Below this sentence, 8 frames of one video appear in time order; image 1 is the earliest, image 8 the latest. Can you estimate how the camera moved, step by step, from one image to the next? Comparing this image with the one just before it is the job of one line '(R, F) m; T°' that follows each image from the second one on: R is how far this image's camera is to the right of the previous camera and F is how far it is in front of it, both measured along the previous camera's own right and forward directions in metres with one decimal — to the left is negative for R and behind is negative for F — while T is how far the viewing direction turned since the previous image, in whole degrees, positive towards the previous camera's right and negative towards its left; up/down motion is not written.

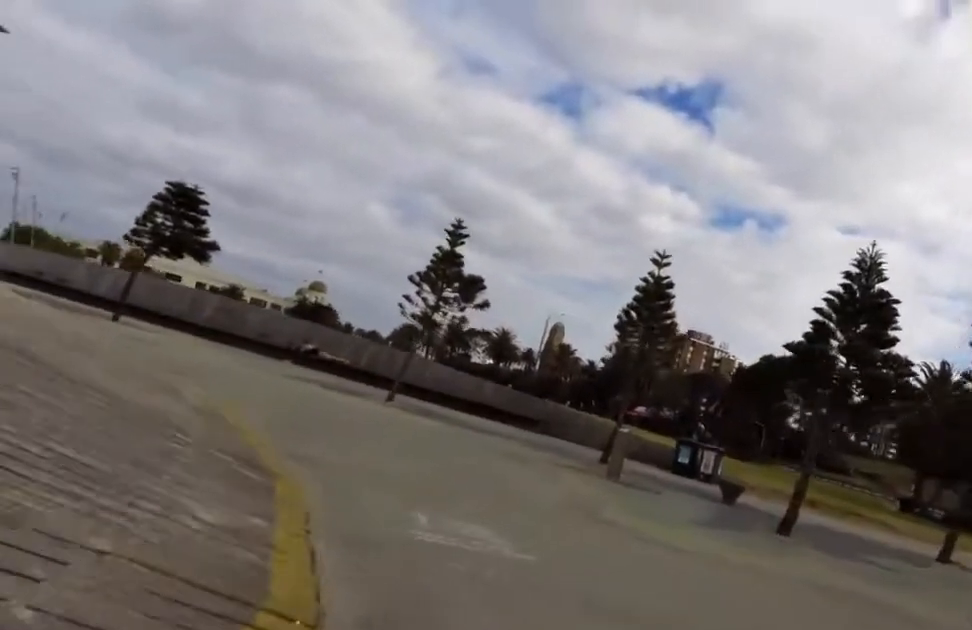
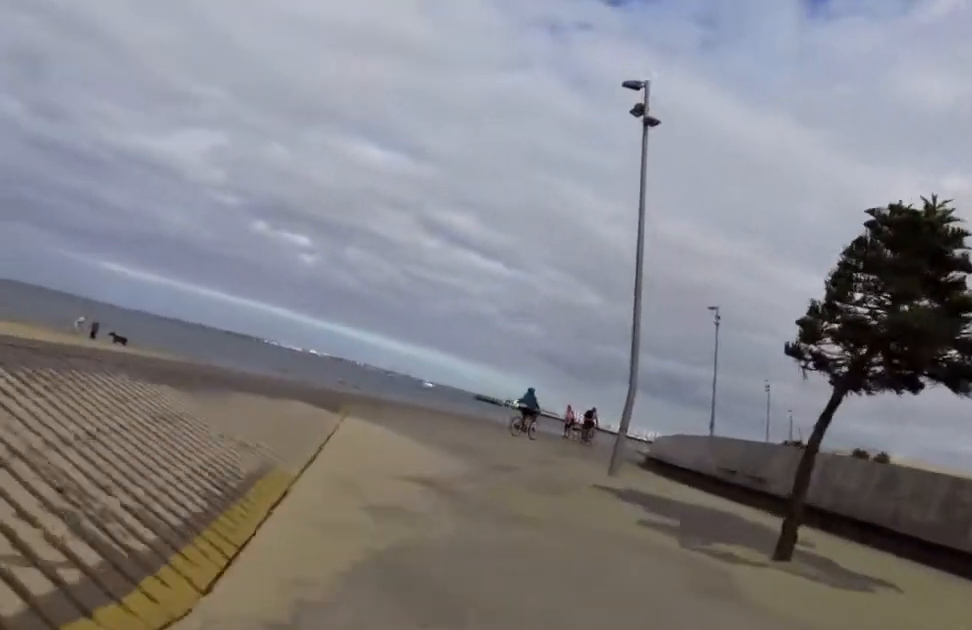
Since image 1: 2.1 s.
(-4.6, +14.8) m; -20°
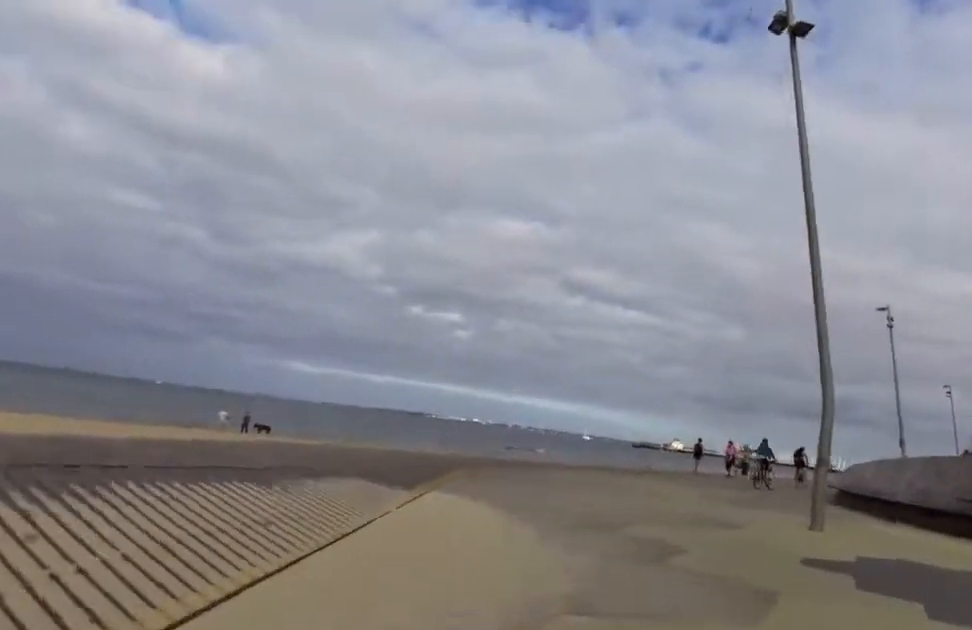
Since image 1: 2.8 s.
(+0.6, +5.0) m; -5°
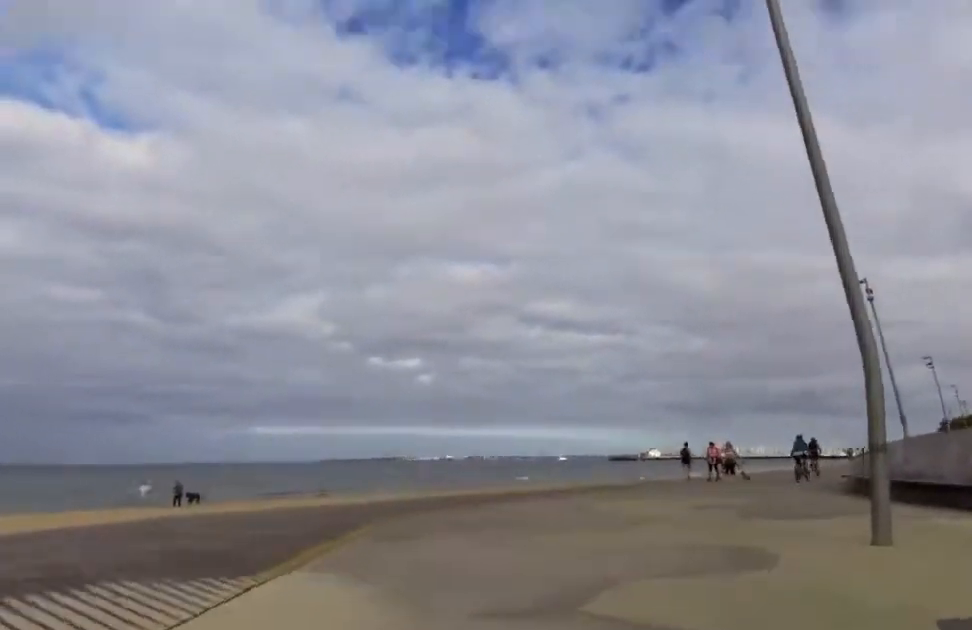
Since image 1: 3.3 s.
(-0.1, +3.7) m; -5°
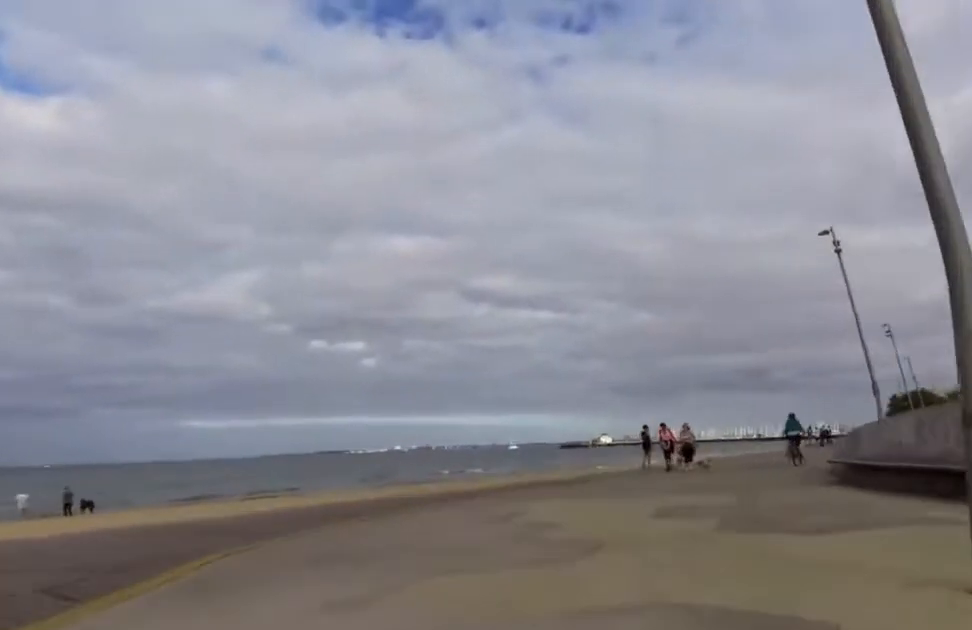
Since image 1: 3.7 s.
(-0.6, +3.3) m; -5°
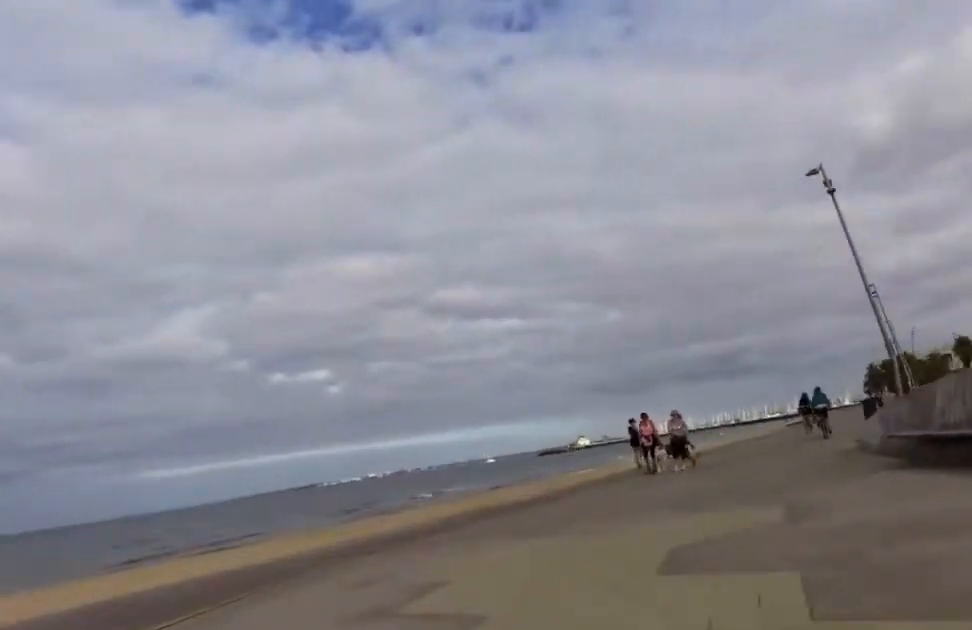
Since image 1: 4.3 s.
(-0.3, +4.7) m; -4°
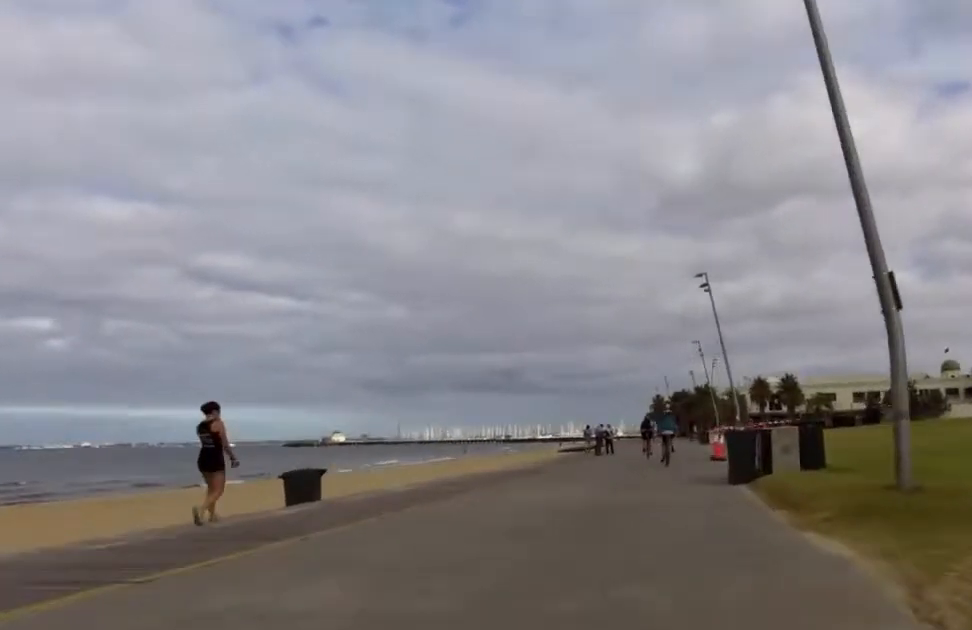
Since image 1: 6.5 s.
(+1.2, +17.2) m; +9°
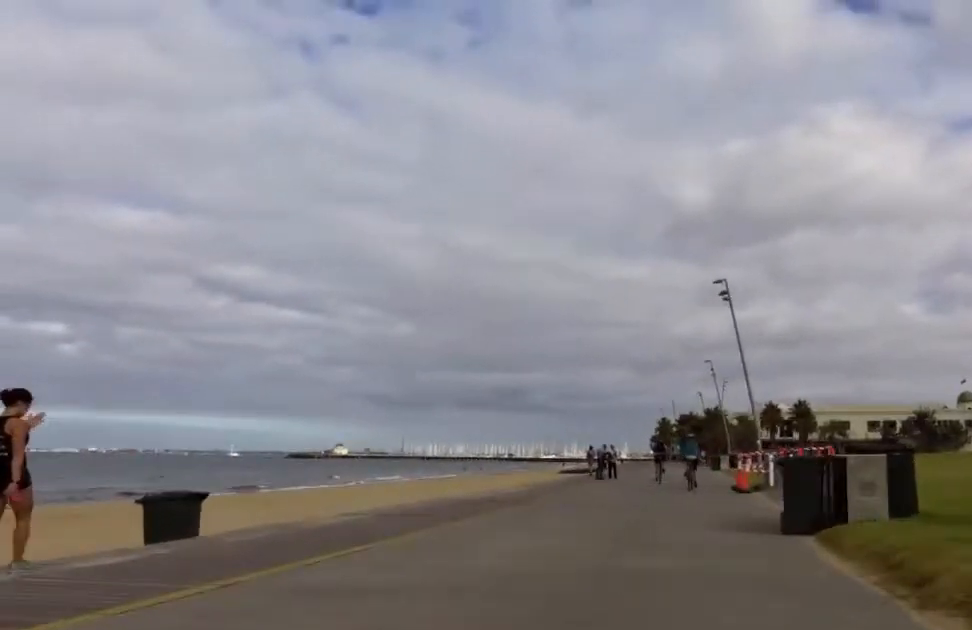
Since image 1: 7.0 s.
(+0.6, +4.5) m; 0°
